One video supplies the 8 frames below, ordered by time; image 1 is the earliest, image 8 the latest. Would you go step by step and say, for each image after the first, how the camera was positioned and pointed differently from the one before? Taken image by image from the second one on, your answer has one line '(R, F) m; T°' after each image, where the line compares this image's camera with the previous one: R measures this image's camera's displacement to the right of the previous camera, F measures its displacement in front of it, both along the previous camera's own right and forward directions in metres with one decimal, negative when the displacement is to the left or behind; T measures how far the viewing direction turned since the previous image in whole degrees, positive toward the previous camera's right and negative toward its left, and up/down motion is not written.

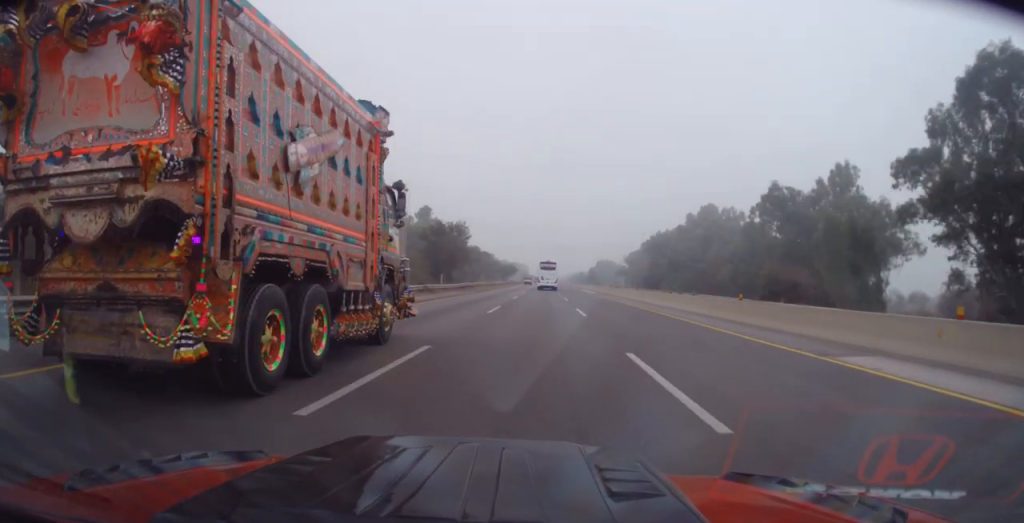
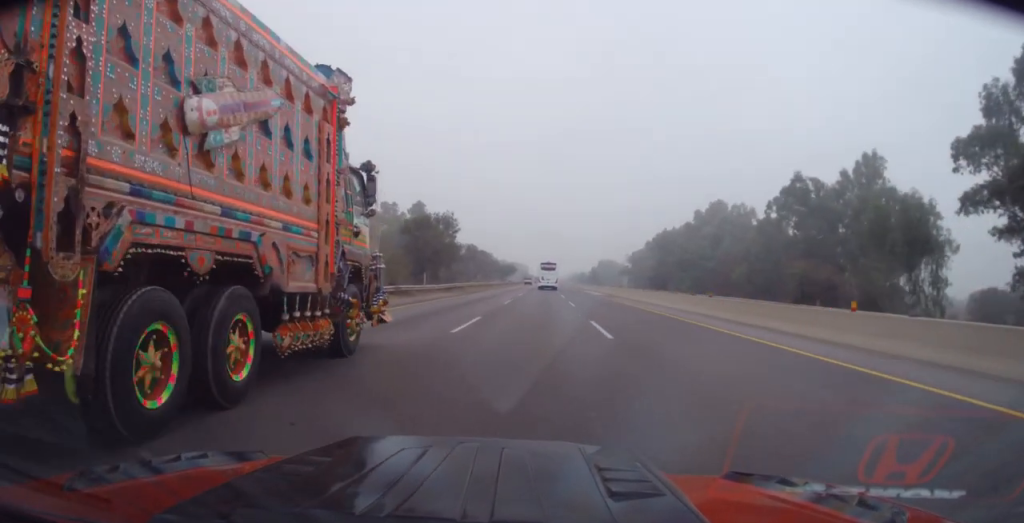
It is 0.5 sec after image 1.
(+0.2, +8.8) m; 0°
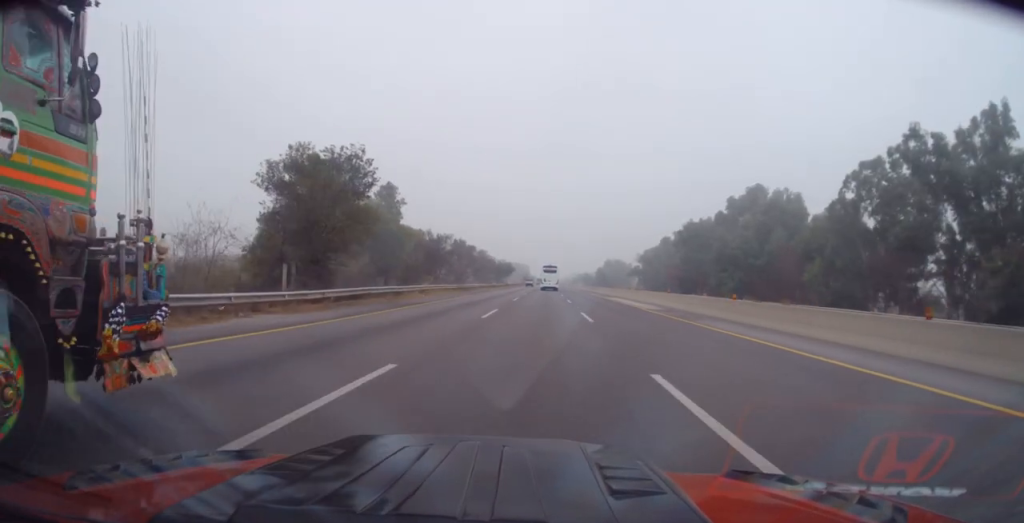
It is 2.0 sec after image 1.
(+0.2, +29.4) m; +1°
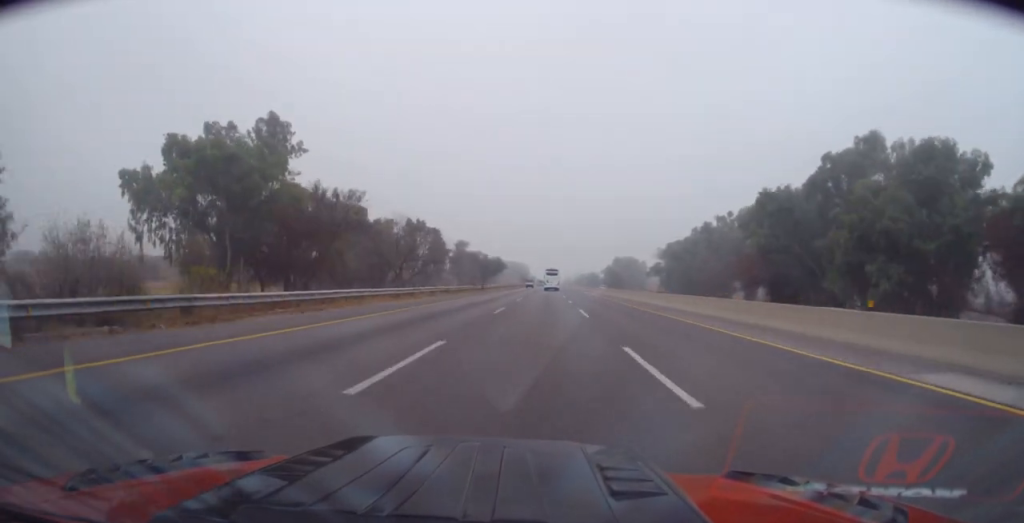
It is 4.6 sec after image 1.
(-1.0, +50.0) m; -1°
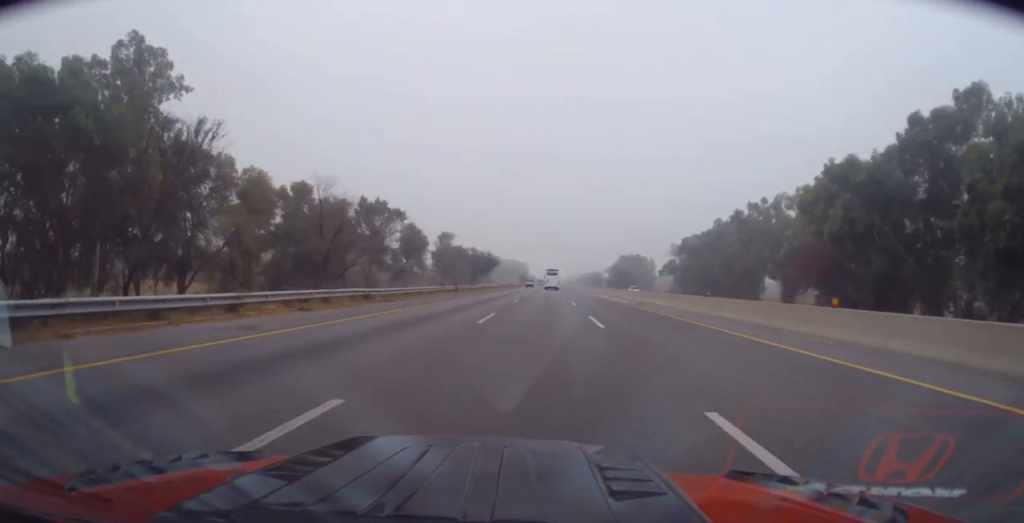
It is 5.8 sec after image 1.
(+0.3, +24.2) m; +1°
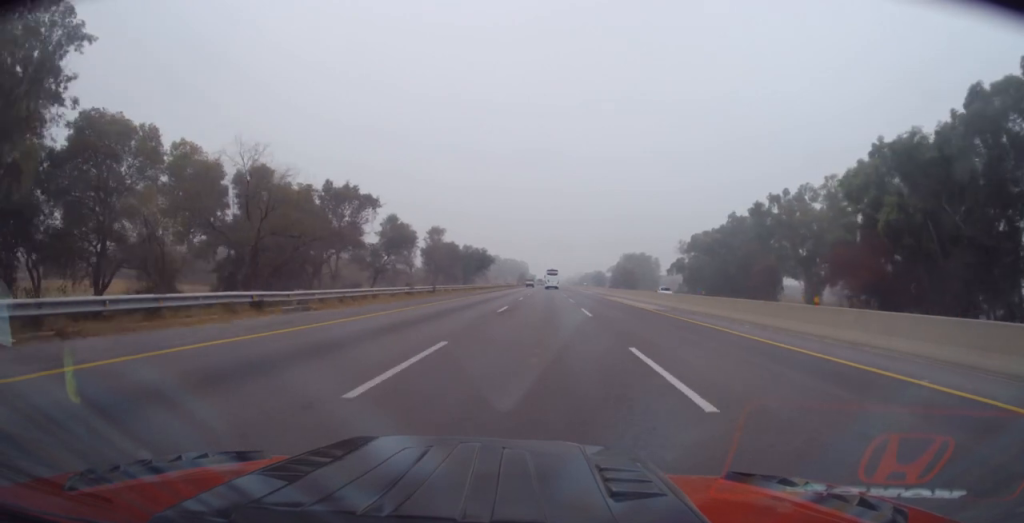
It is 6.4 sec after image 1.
(+0.2, +11.8) m; 0°
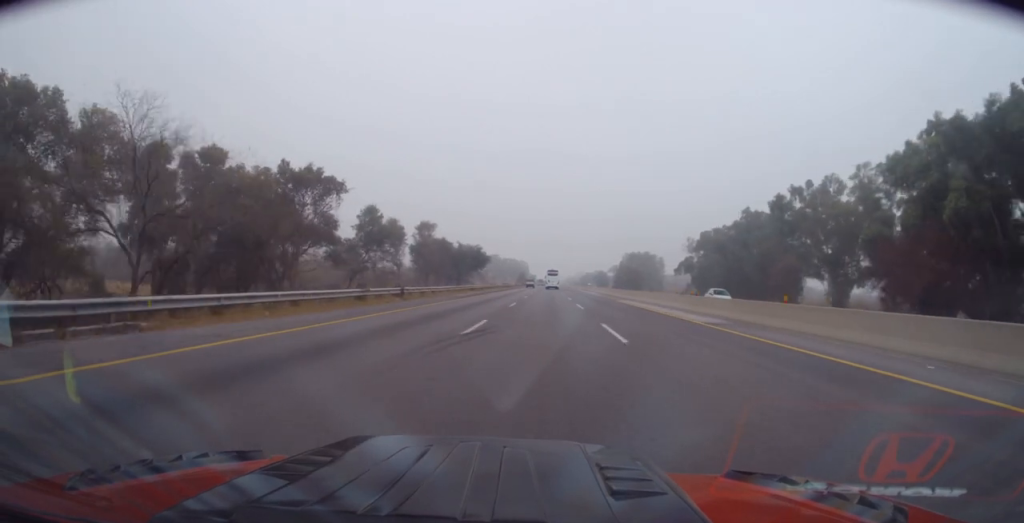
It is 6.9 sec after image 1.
(-0.2, +10.6) m; -1°
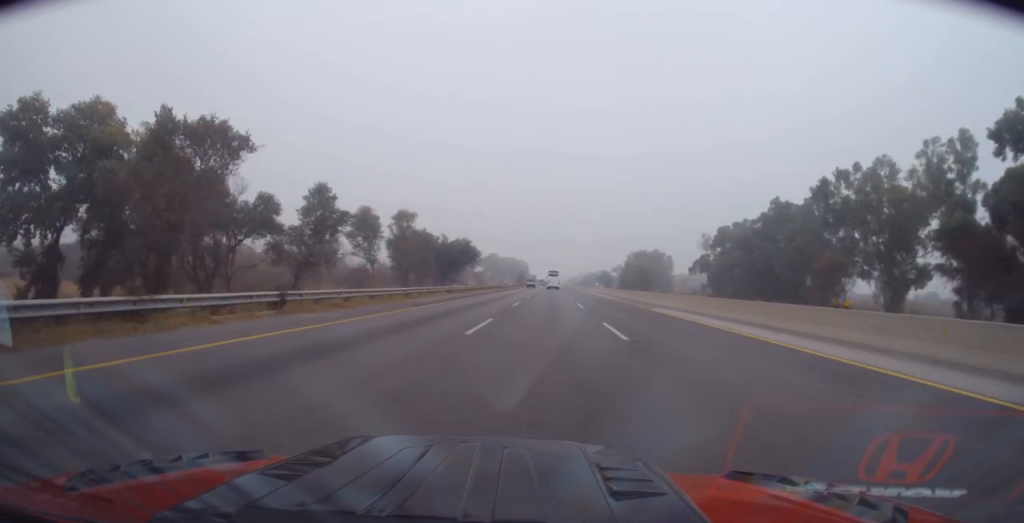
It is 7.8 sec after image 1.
(-0.2, +17.3) m; -1°
